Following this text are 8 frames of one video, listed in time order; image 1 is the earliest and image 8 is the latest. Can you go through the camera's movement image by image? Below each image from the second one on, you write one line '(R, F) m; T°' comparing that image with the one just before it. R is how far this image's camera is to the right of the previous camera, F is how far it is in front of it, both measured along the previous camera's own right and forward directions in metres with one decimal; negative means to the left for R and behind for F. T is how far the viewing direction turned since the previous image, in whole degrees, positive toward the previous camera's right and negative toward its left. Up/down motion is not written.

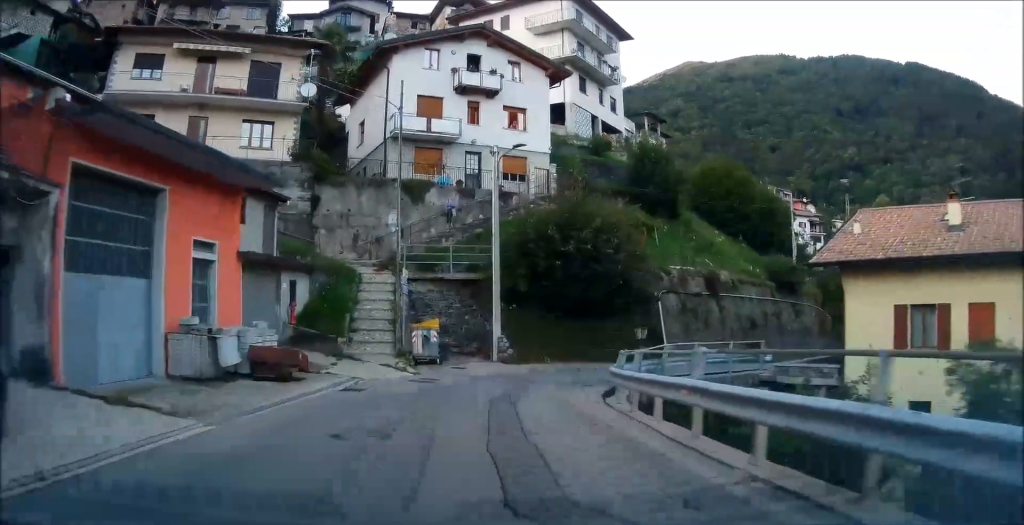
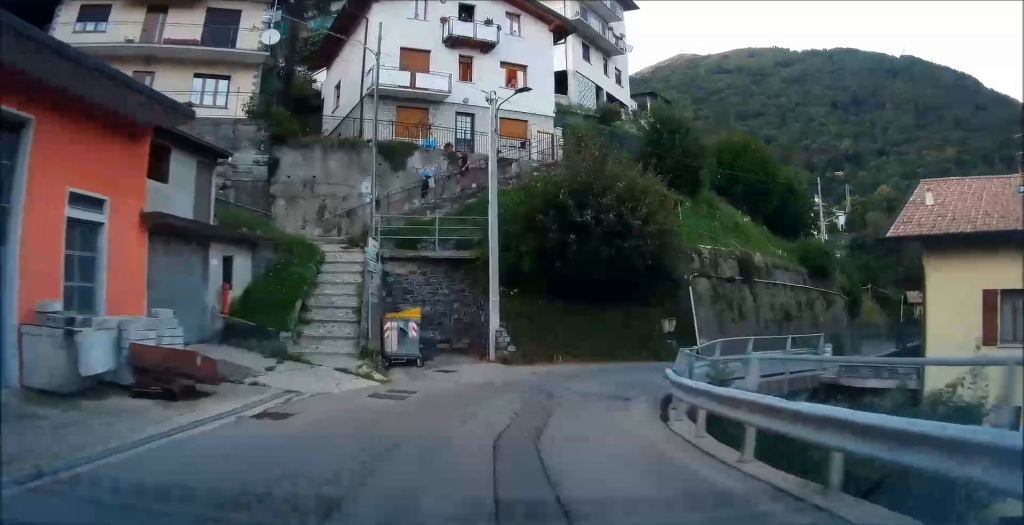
(-0.1, +4.5) m; +1°
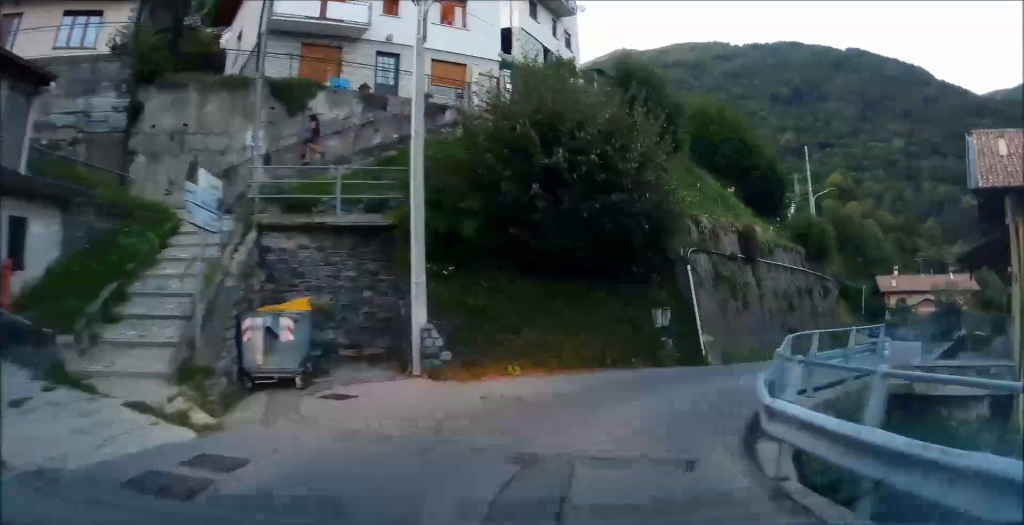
(+0.3, +5.9) m; +8°
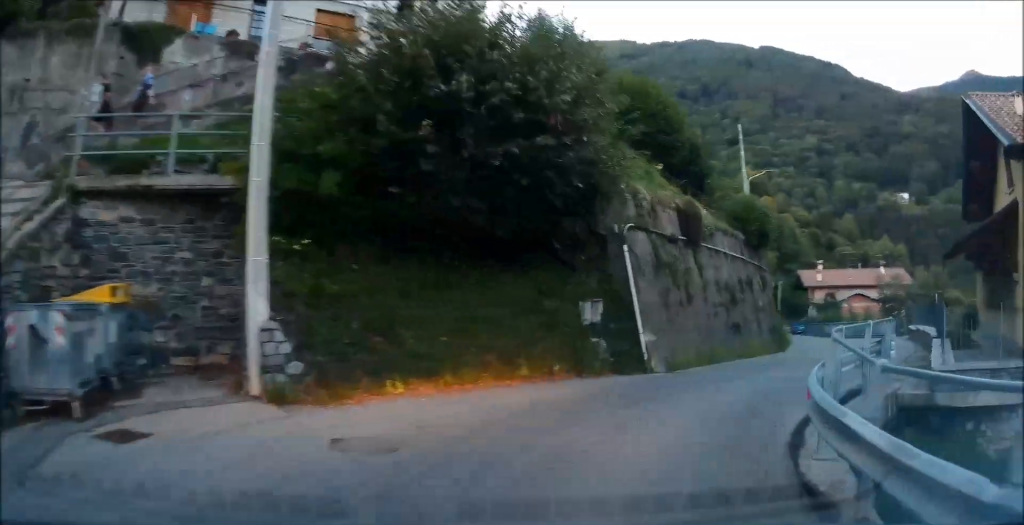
(-0.1, +3.9) m; +9°
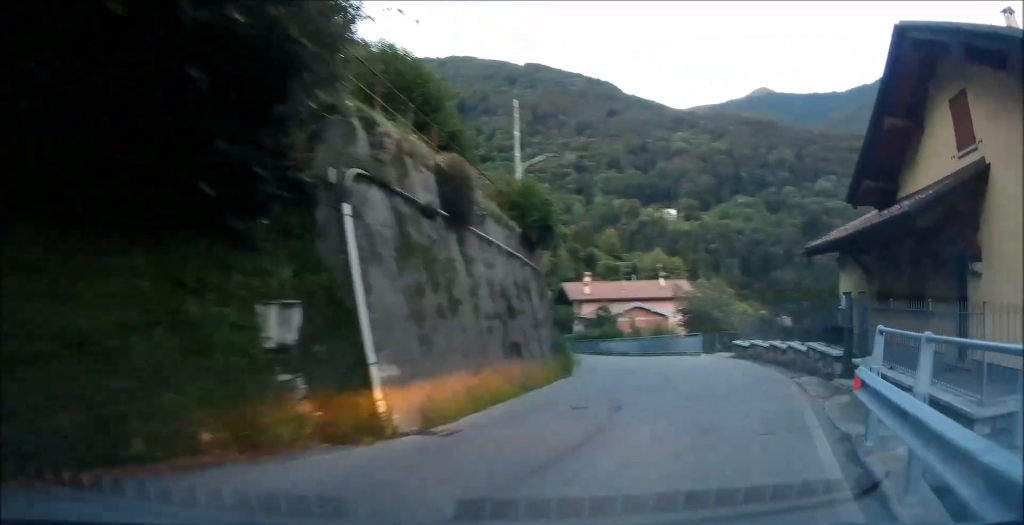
(+1.3, +6.2) m; +18°
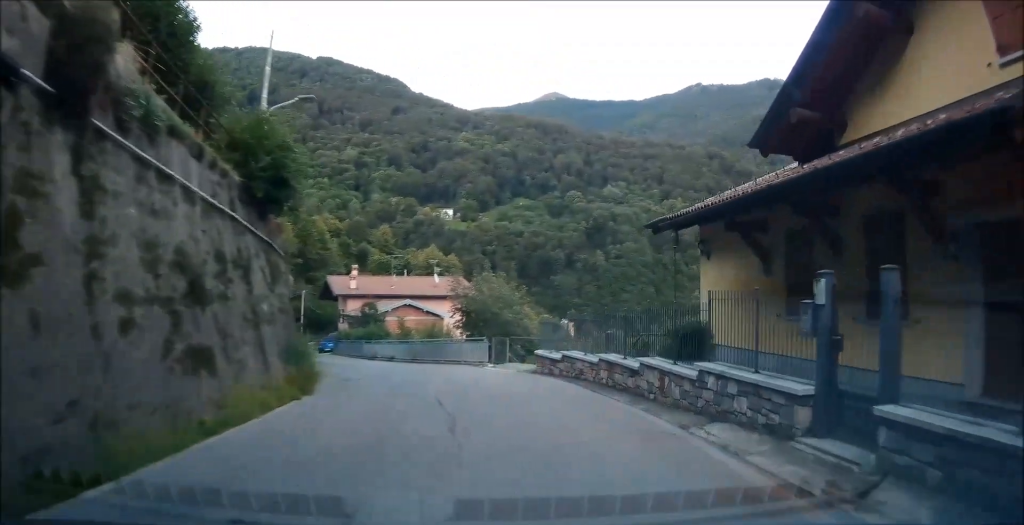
(+1.0, +6.8) m; +12°
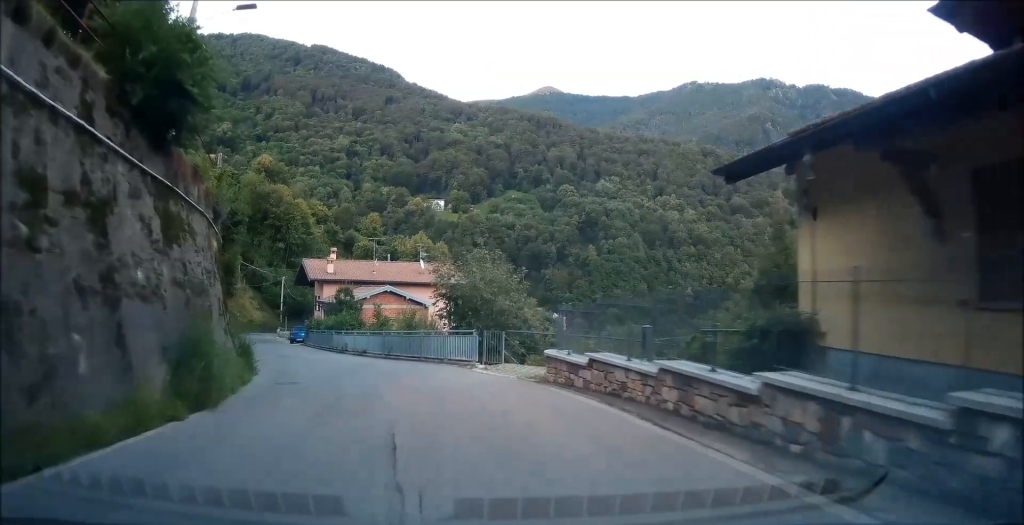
(+0.3, +5.9) m; +2°
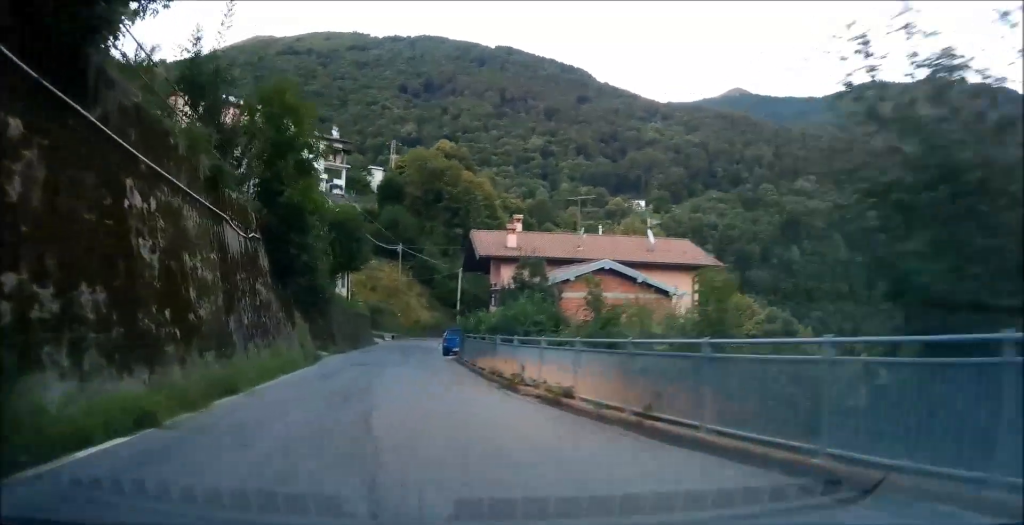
(-0.4, +18.8) m; -5°
